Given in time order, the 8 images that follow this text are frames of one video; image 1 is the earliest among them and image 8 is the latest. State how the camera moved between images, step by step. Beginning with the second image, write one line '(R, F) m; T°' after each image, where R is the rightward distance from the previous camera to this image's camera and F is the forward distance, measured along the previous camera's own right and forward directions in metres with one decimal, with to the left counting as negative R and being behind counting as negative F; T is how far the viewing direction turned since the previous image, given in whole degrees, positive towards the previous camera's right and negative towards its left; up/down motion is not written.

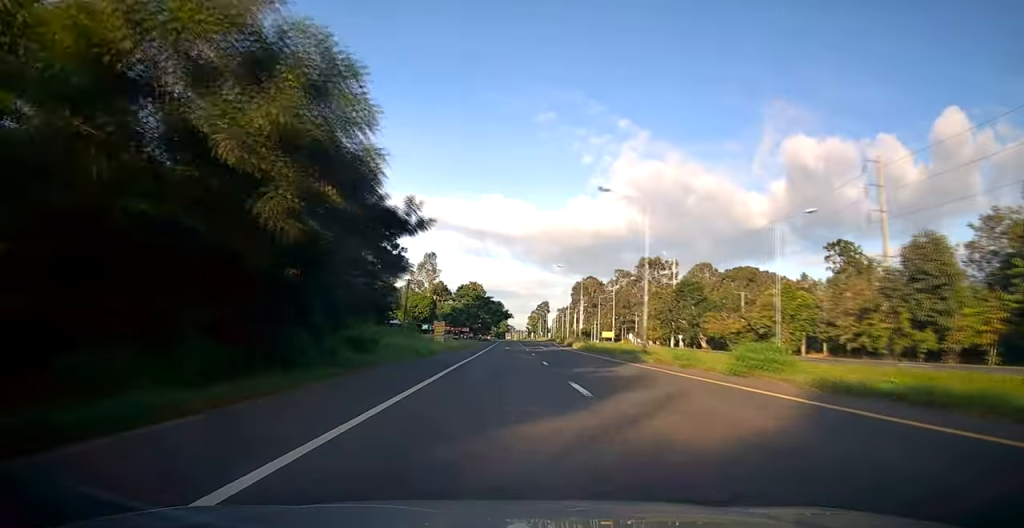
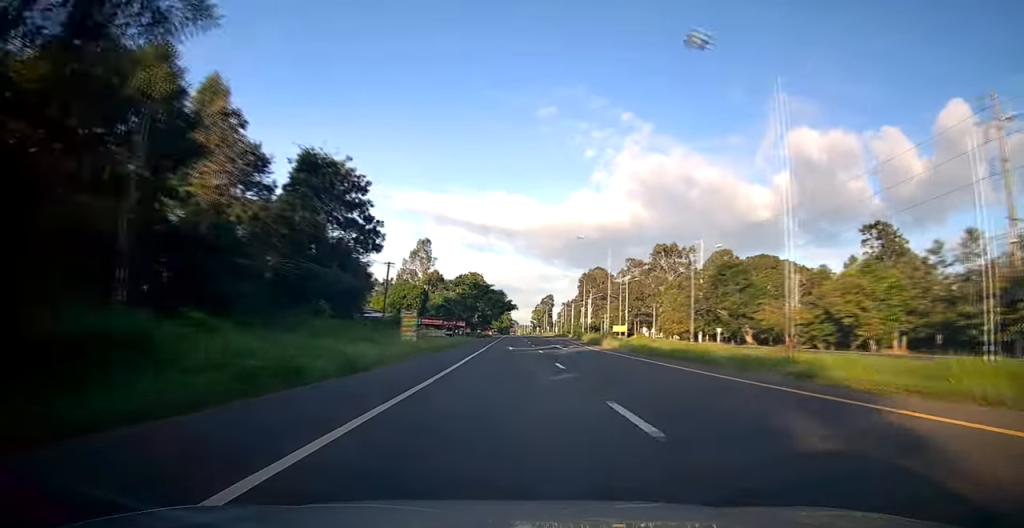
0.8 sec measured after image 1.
(-0.1, +16.9) m; -1°
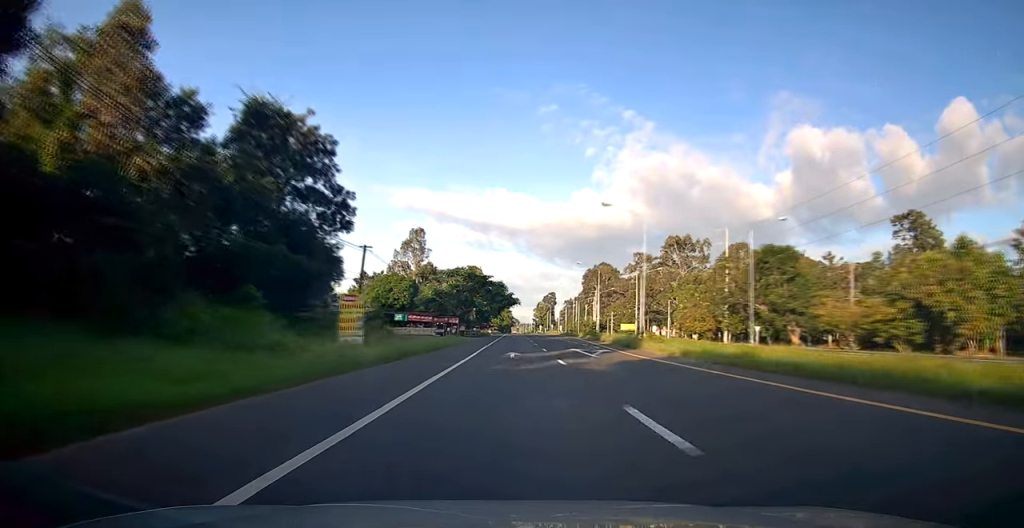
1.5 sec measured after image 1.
(-0.1, +12.8) m; 0°
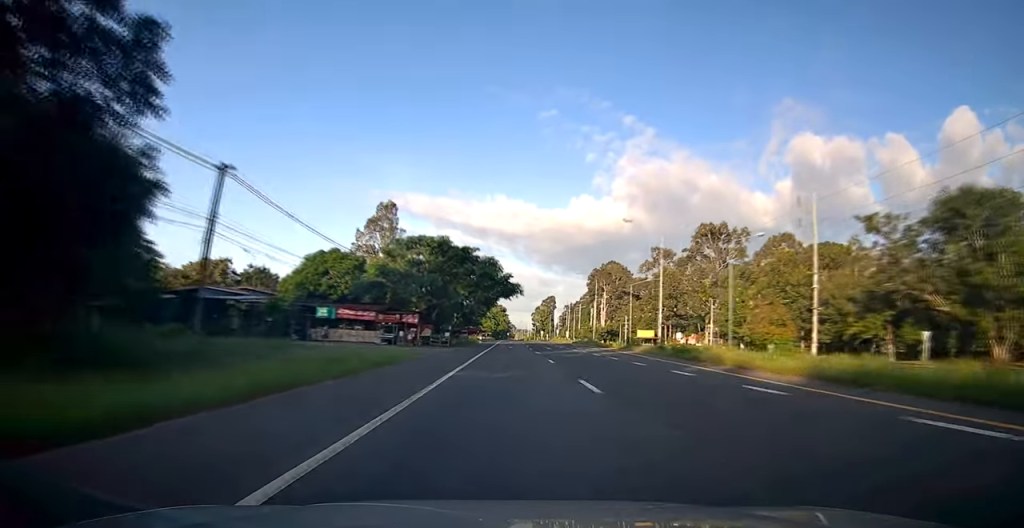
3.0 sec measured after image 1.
(0.0, +31.4) m; 0°
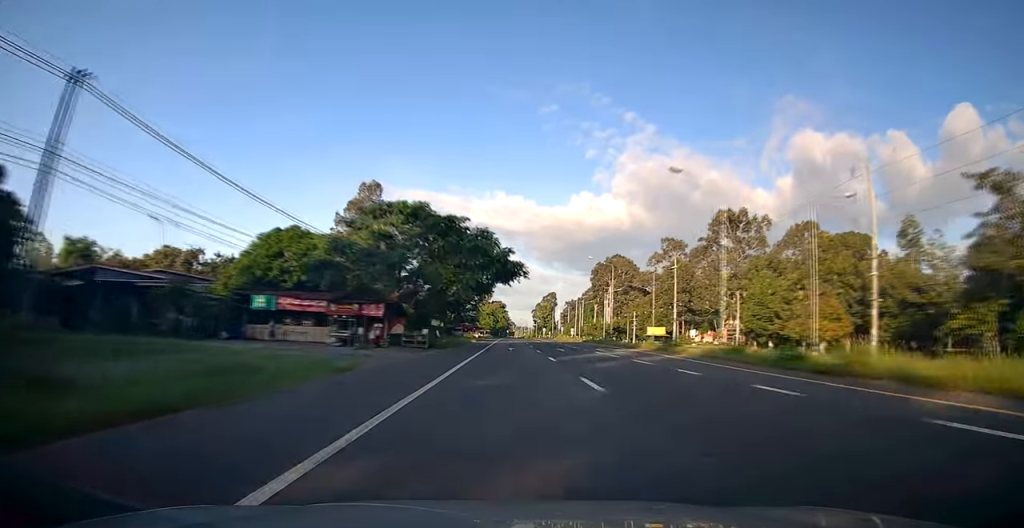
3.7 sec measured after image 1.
(0.0, +12.9) m; 0°
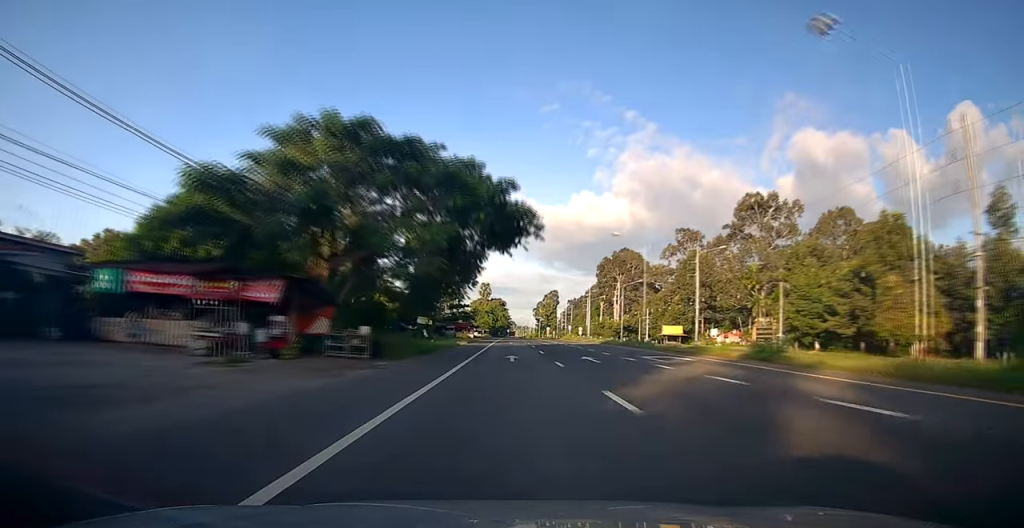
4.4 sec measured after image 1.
(0.0, +15.2) m; 0°
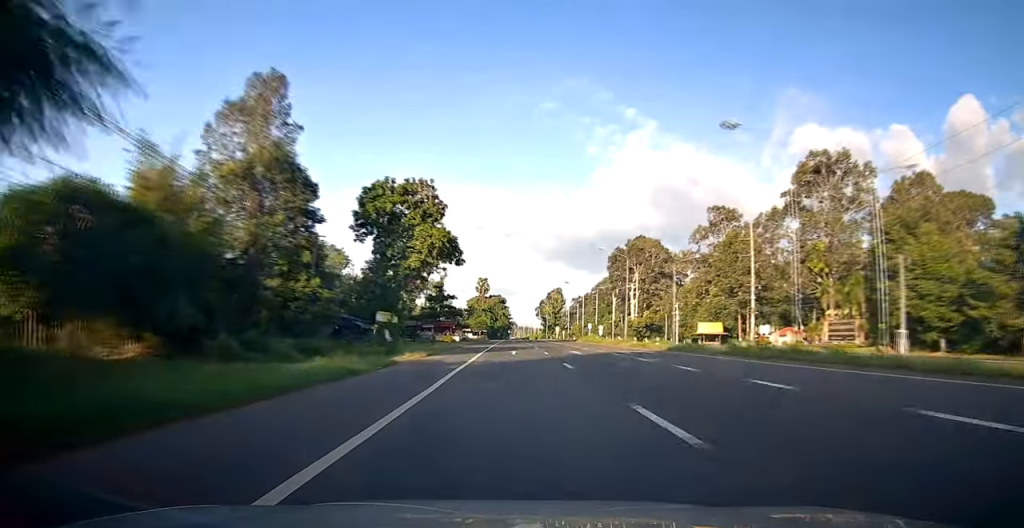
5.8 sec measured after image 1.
(+0.2, +26.5) m; 0°
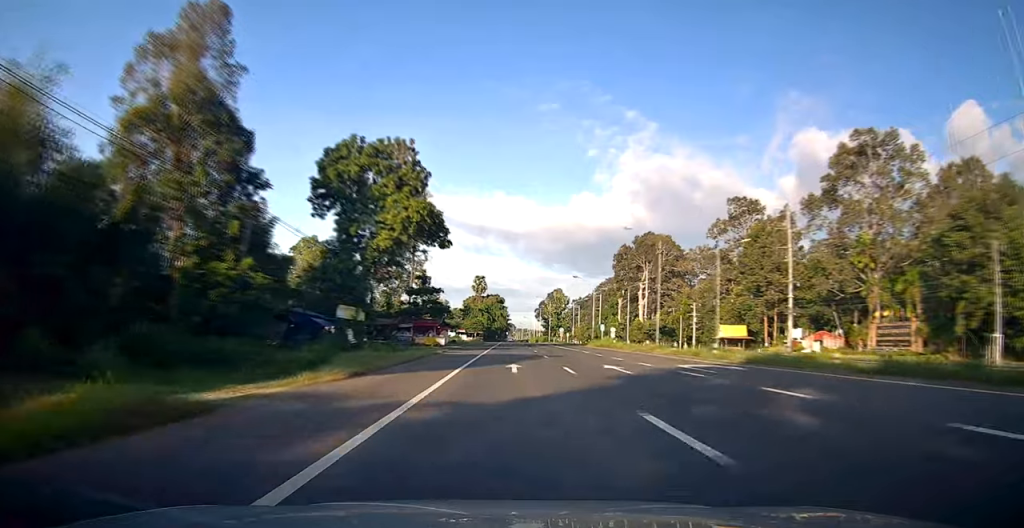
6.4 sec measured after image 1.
(+0.1, +12.9) m; 0°
